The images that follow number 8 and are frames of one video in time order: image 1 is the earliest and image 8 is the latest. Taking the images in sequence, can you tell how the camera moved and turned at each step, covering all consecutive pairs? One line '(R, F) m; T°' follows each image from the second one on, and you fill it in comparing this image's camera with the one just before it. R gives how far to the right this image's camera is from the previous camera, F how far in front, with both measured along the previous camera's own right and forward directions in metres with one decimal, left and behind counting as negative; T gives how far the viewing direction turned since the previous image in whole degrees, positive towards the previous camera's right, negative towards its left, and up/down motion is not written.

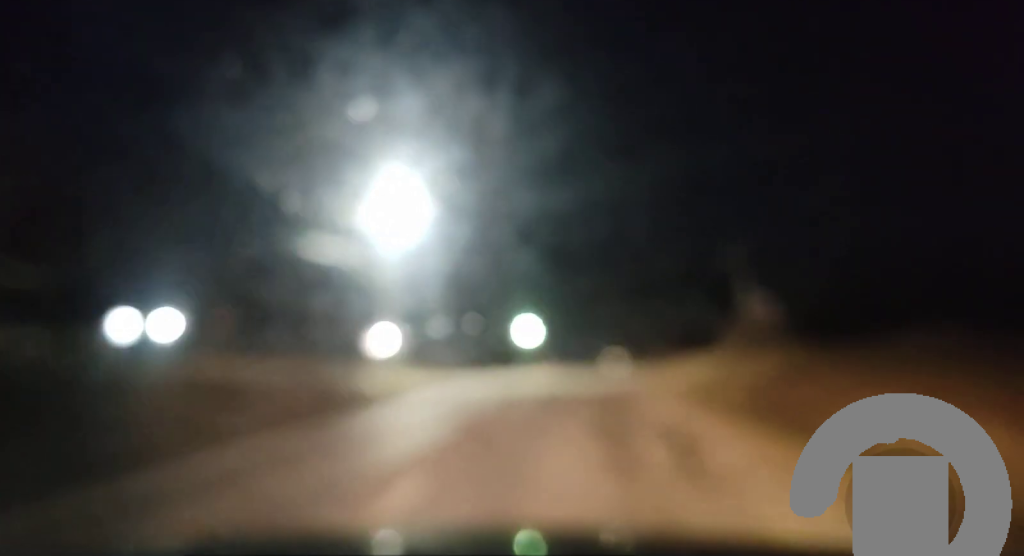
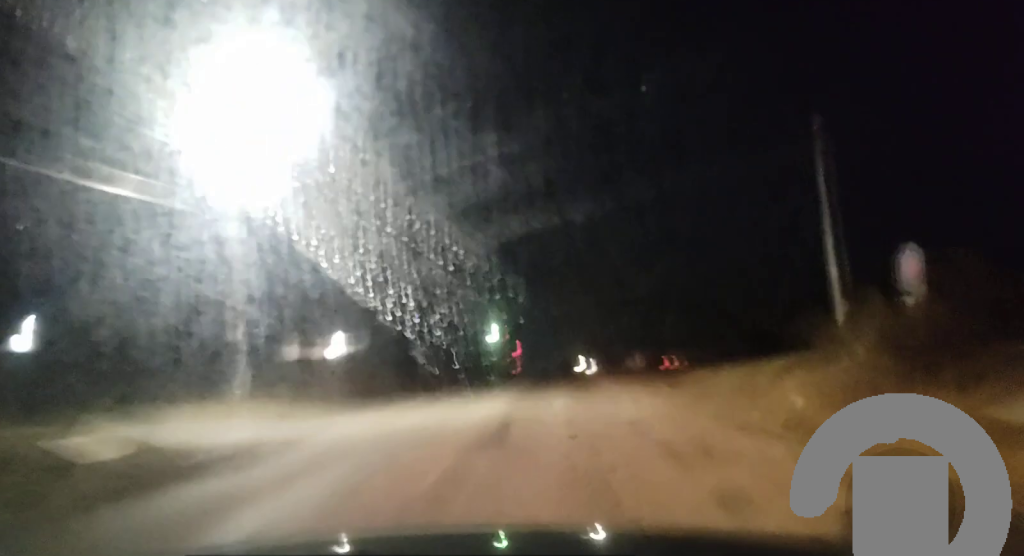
(+0.1, +21.5) m; +1°
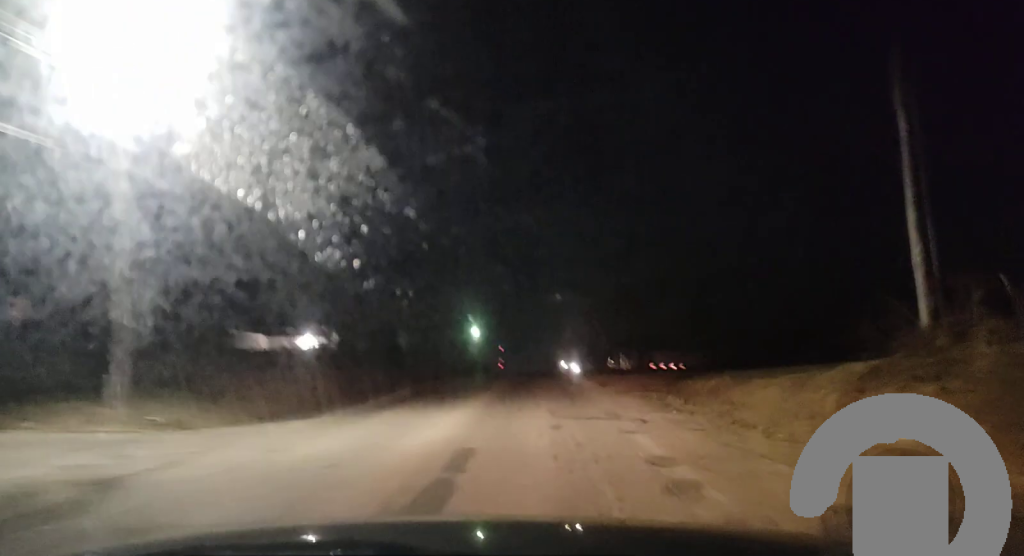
(0.0, +7.0) m; 0°
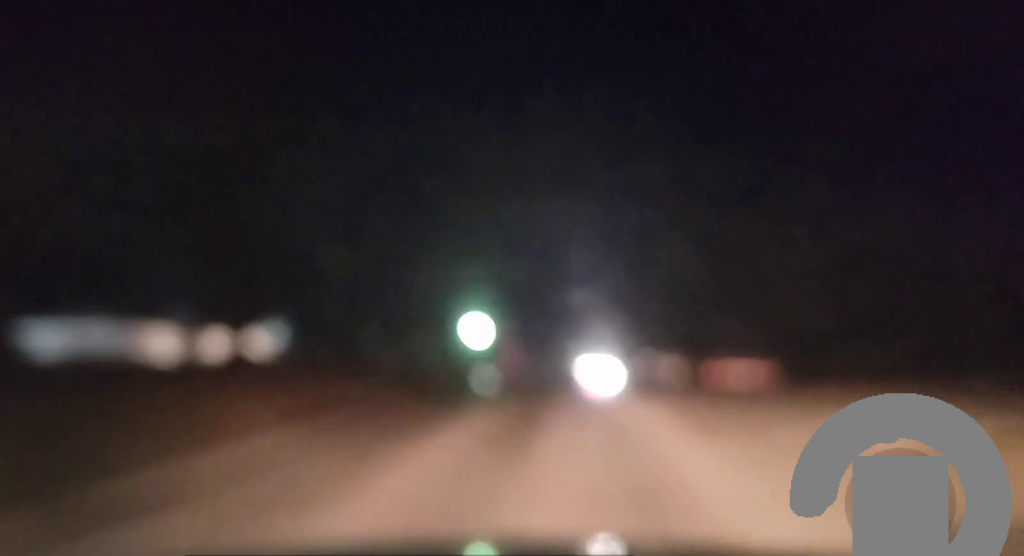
(0.0, +24.0) m; 0°
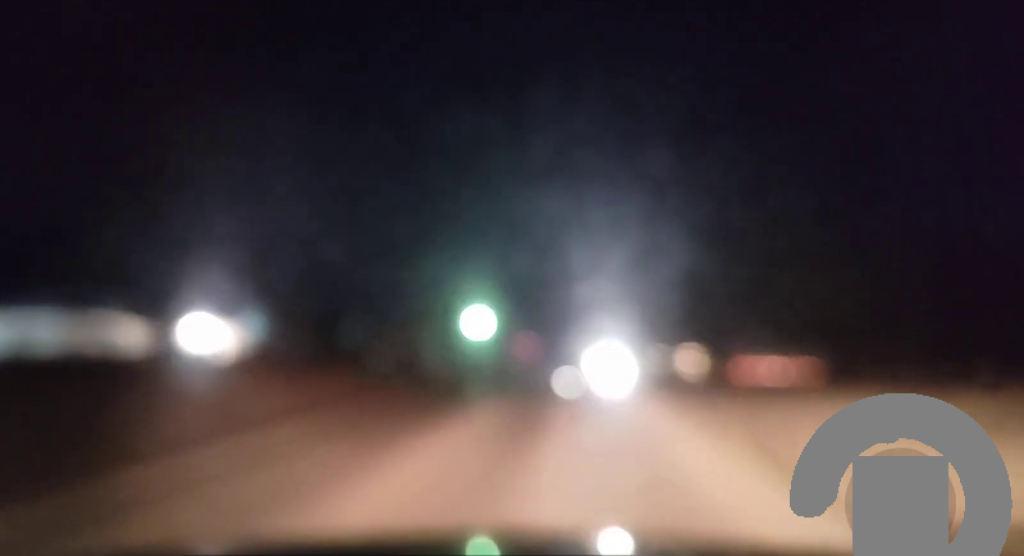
(0.0, +8.4) m; 0°
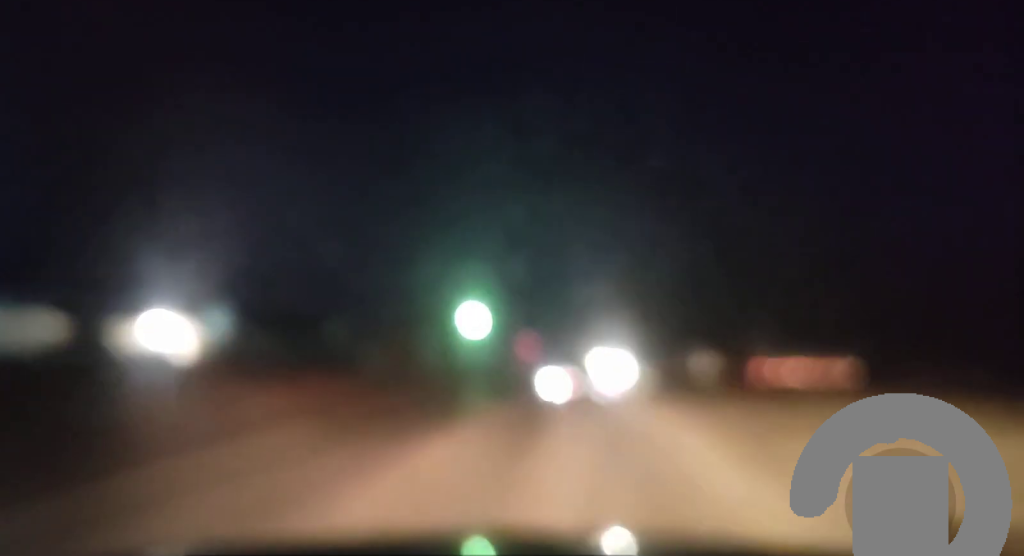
(0.0, +8.3) m; 0°
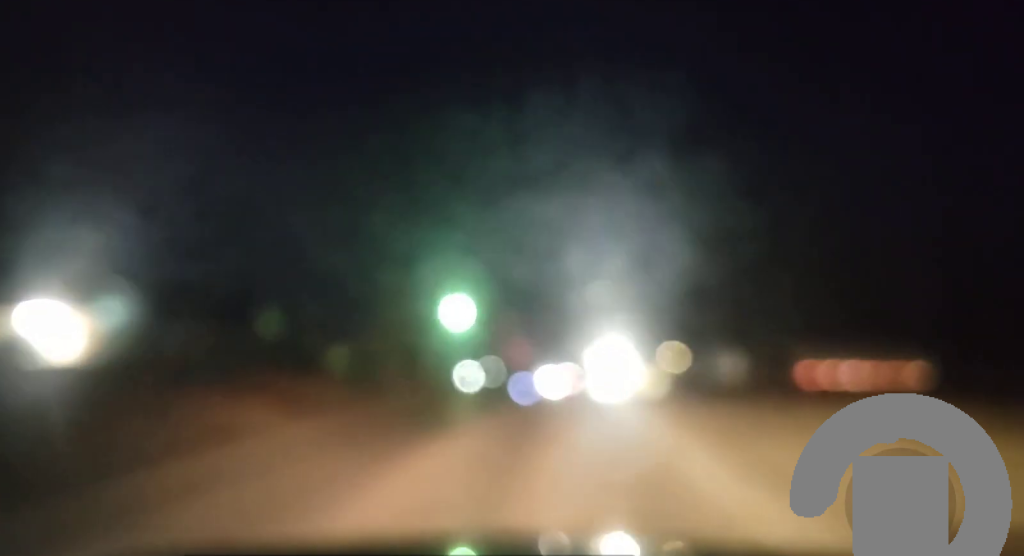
(0.0, +14.7) m; 0°
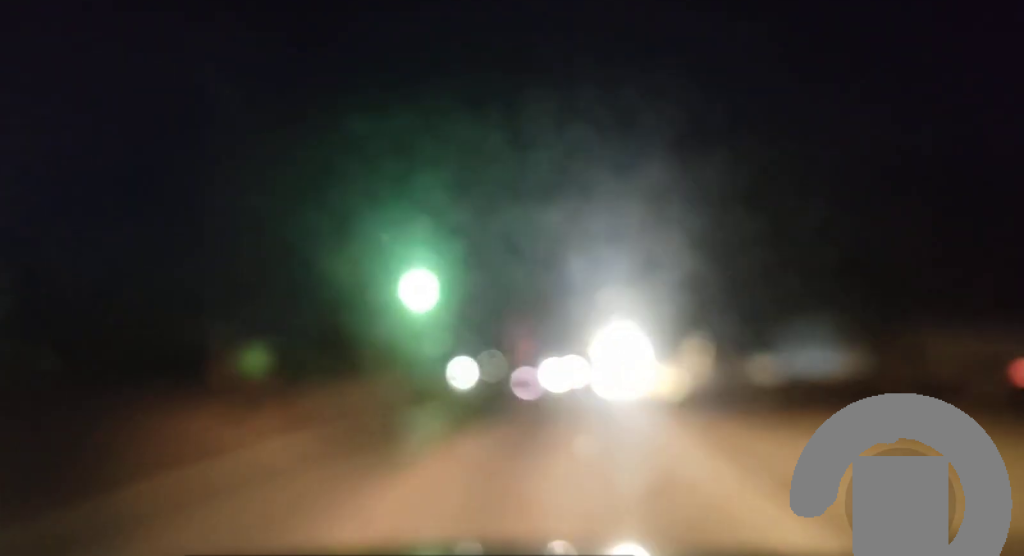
(-0.3, +28.8) m; 0°
